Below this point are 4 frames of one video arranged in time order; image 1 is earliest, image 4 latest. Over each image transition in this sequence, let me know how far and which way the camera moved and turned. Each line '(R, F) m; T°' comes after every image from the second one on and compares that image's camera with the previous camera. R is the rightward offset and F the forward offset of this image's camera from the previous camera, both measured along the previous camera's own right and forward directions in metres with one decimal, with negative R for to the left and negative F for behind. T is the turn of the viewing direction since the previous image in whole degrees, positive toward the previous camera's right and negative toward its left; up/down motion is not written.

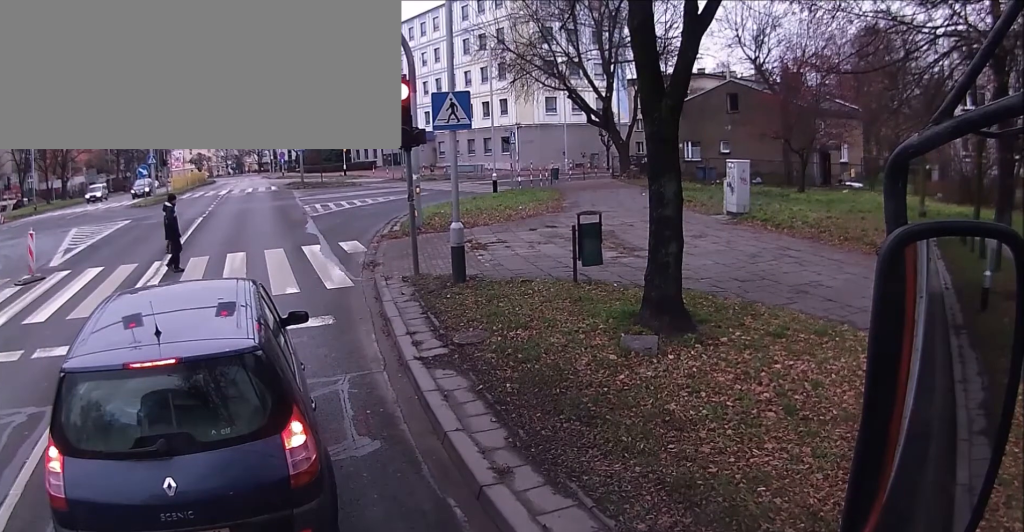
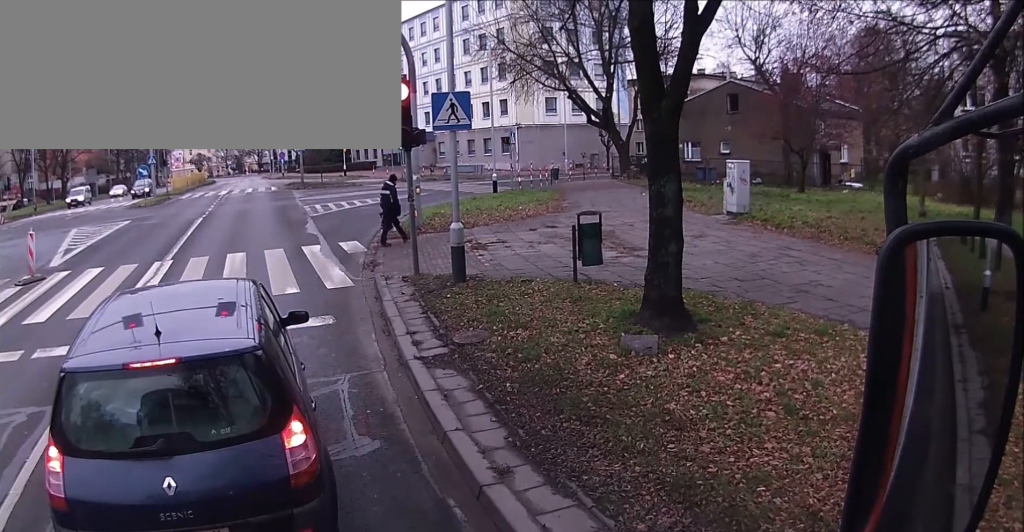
(0.0, 0.0) m; 0°
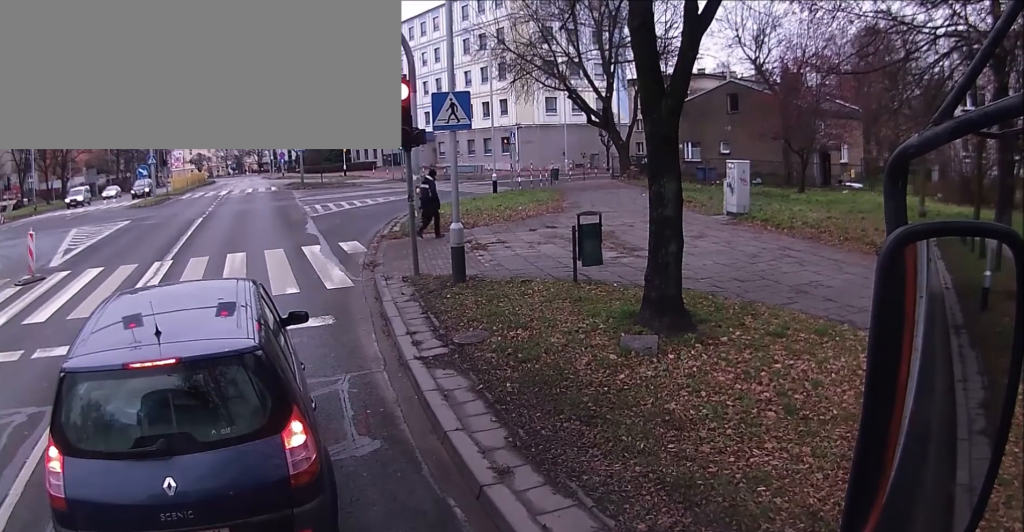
(0.0, 0.0) m; 0°
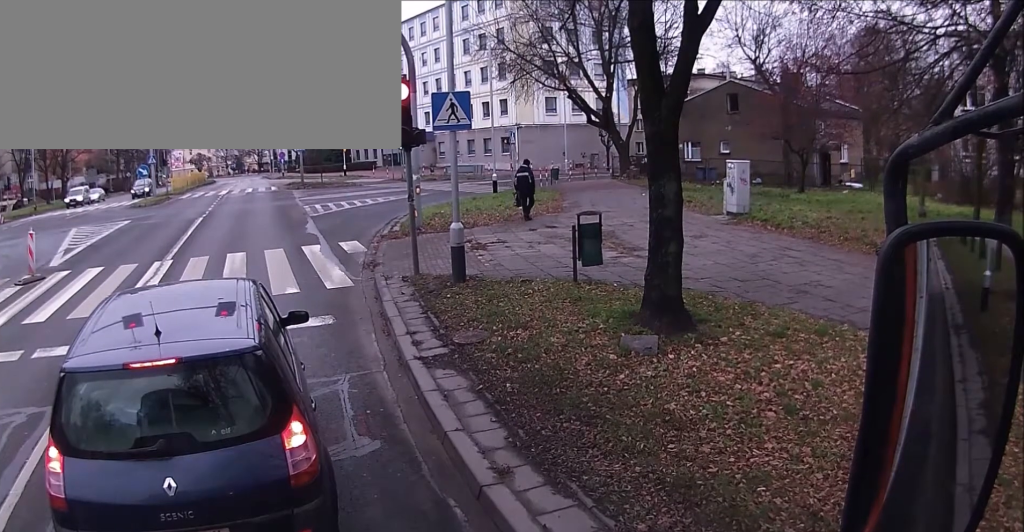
(0.0, 0.0) m; 0°
